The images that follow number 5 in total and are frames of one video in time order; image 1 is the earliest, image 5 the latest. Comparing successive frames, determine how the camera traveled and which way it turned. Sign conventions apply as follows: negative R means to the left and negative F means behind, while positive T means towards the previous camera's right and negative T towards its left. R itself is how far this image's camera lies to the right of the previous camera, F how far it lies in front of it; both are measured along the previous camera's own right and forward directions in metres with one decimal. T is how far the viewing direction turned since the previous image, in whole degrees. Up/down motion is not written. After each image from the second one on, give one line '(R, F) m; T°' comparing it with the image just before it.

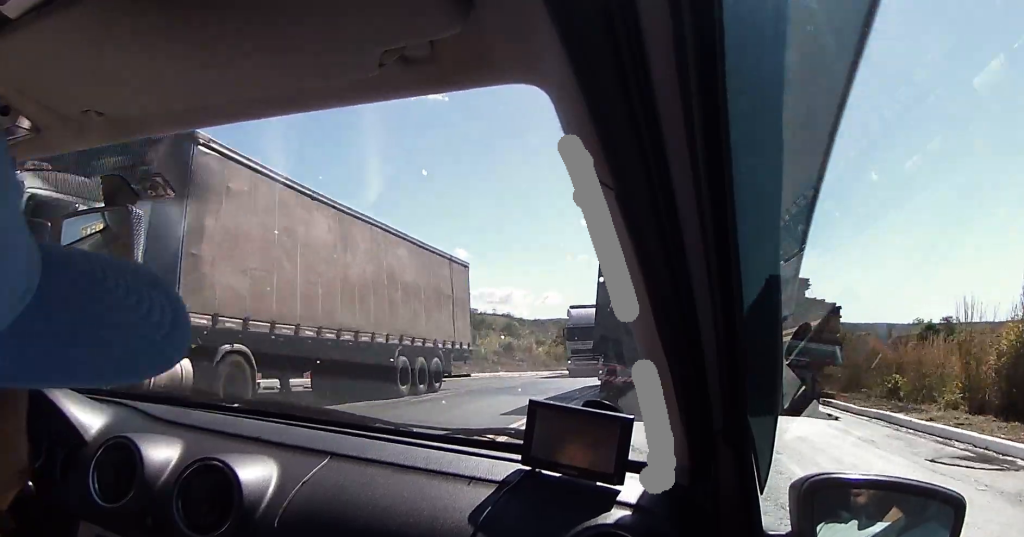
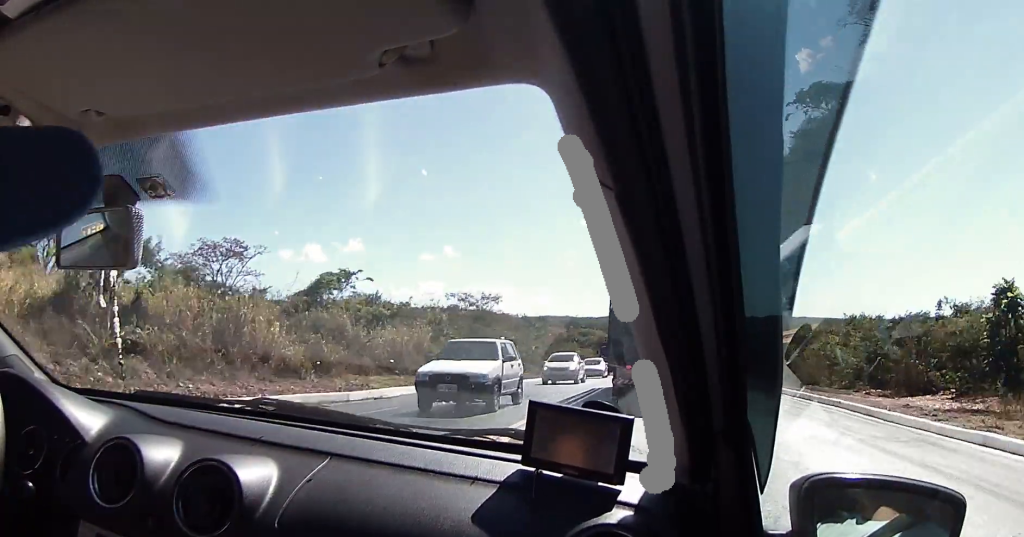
(+1.0, +44.7) m; -1°
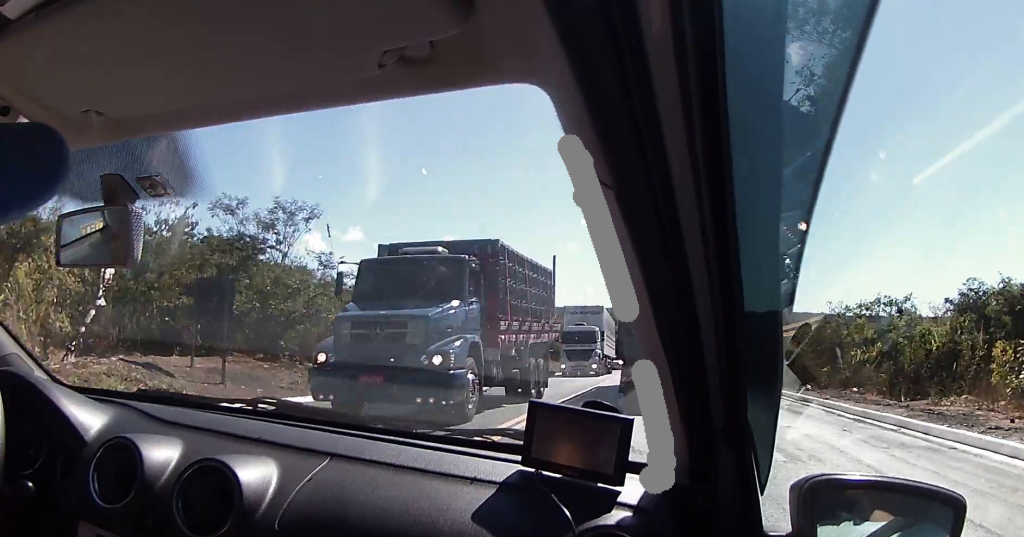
(+0.9, +32.1) m; +2°
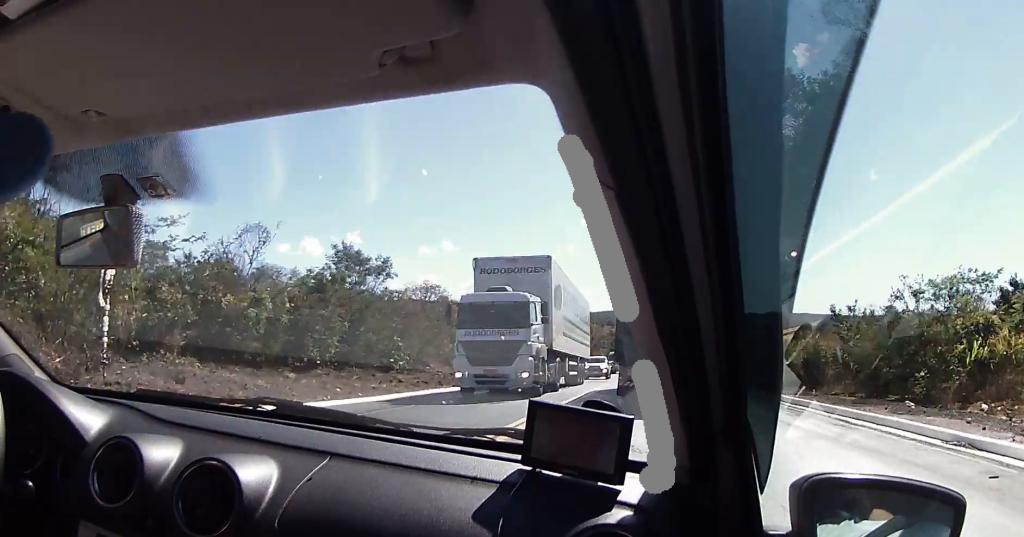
(-0.6, +12.7) m; -1°
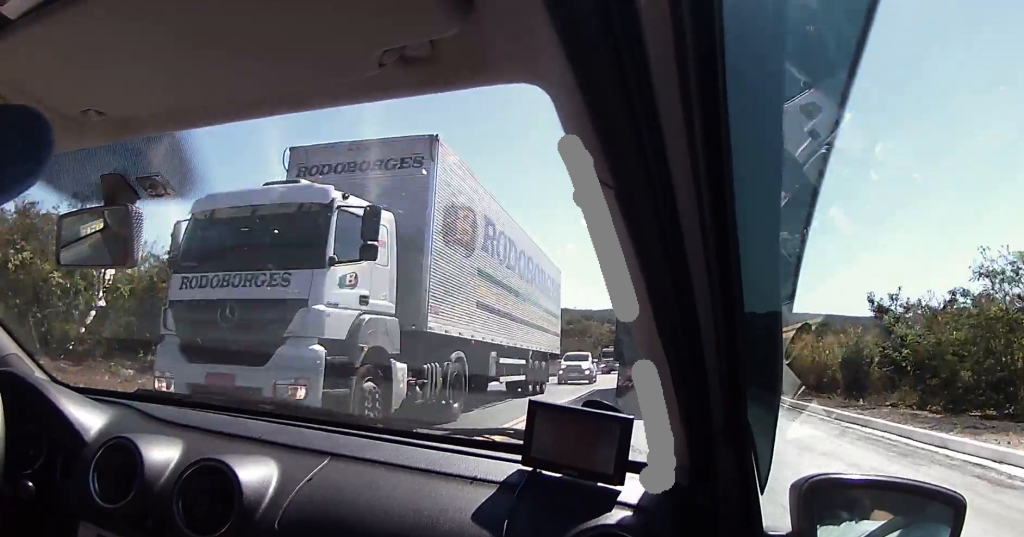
(+0.1, +7.2) m; 0°
